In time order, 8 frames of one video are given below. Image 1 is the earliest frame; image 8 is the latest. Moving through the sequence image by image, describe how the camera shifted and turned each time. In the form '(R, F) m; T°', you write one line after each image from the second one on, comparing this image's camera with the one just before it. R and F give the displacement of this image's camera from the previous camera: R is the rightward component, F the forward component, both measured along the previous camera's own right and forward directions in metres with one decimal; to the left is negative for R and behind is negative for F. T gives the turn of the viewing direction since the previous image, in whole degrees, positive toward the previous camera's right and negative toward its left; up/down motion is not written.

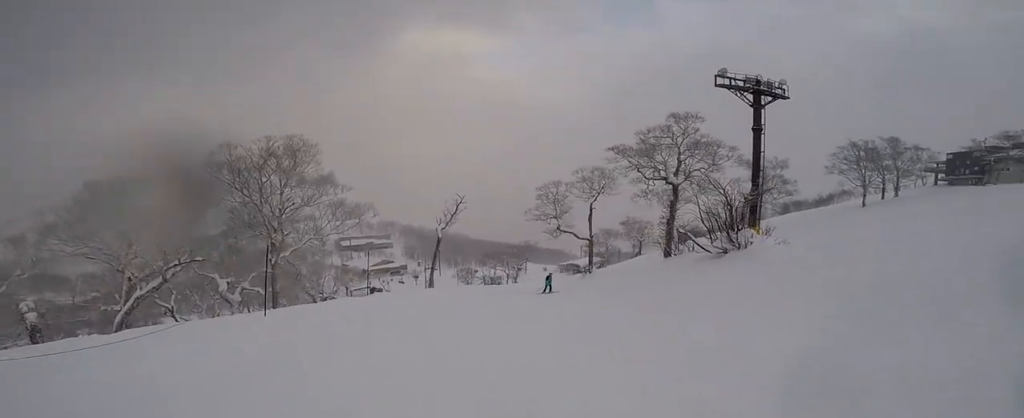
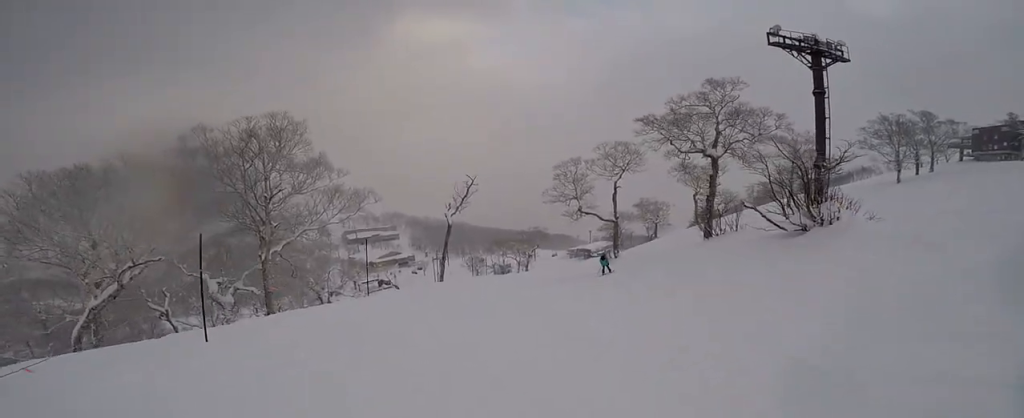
(+0.1, +3.8) m; +2°
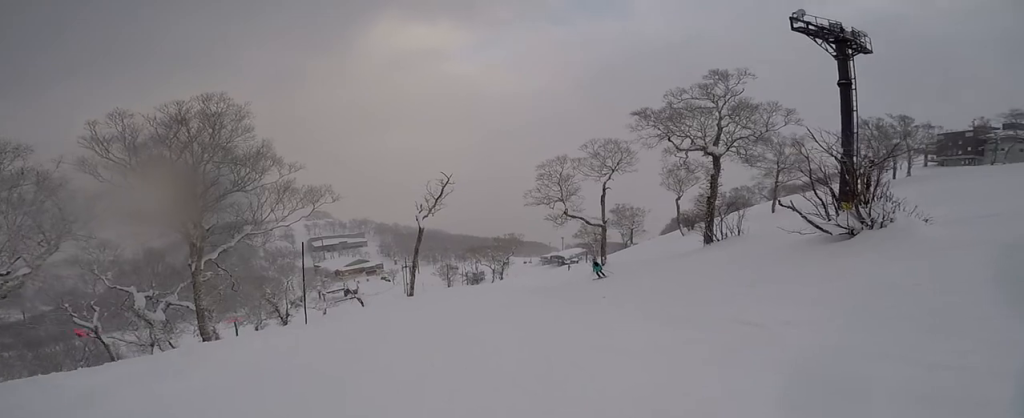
(+0.1, +3.8) m; +11°
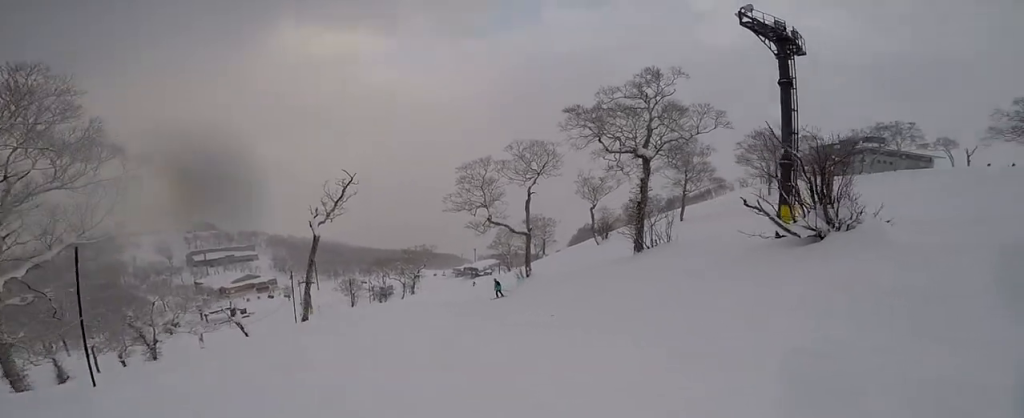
(+0.2, +3.7) m; +7°
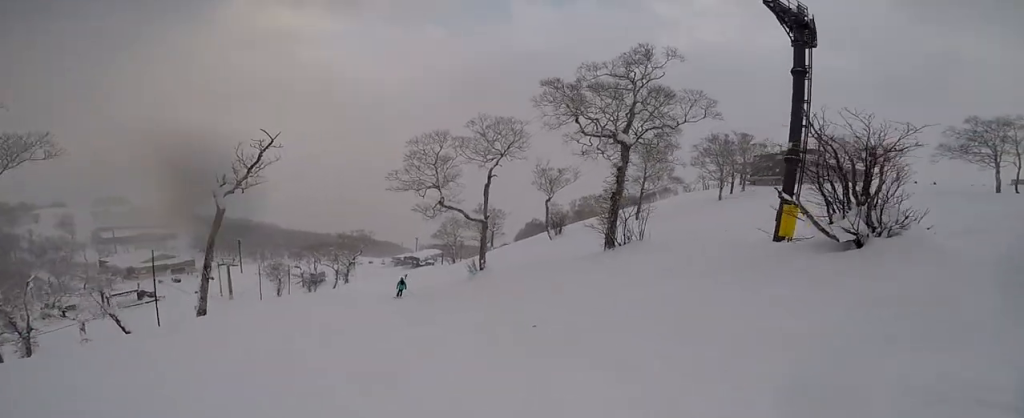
(+1.1, +4.1) m; 0°
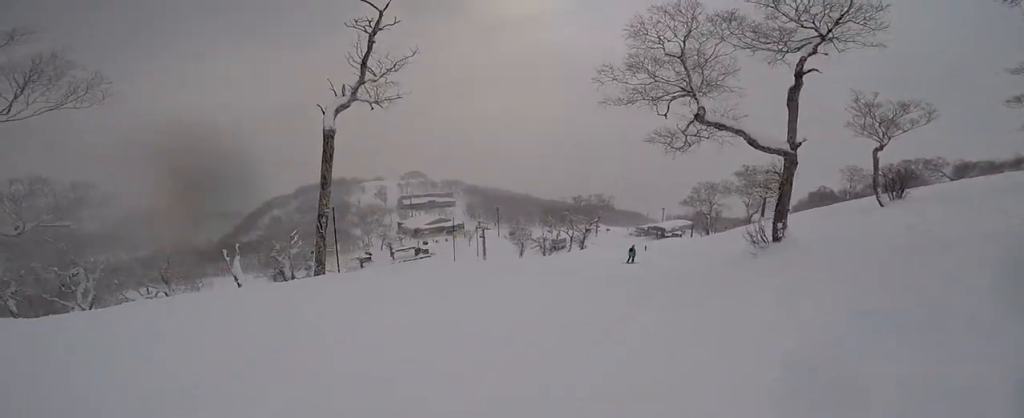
(-2.4, +11.5) m; -1°
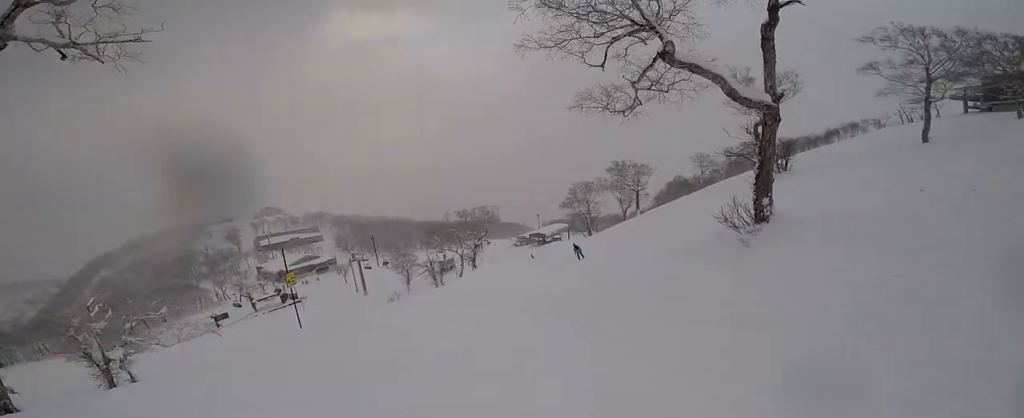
(+1.0, +6.6) m; +2°
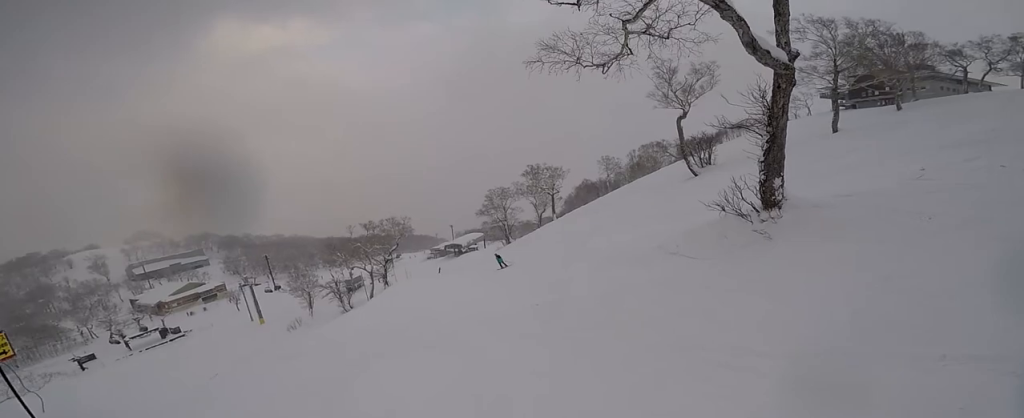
(-0.6, +4.4) m; +2°
